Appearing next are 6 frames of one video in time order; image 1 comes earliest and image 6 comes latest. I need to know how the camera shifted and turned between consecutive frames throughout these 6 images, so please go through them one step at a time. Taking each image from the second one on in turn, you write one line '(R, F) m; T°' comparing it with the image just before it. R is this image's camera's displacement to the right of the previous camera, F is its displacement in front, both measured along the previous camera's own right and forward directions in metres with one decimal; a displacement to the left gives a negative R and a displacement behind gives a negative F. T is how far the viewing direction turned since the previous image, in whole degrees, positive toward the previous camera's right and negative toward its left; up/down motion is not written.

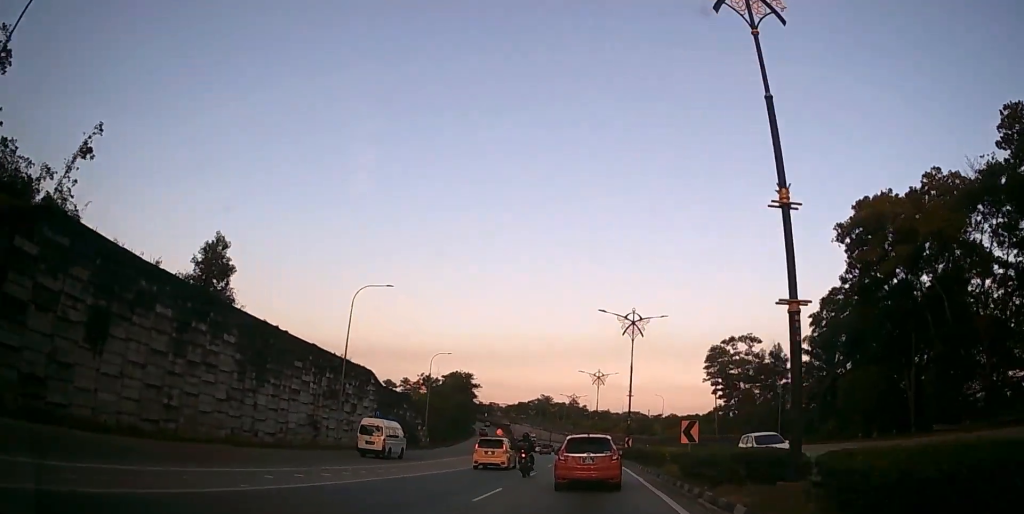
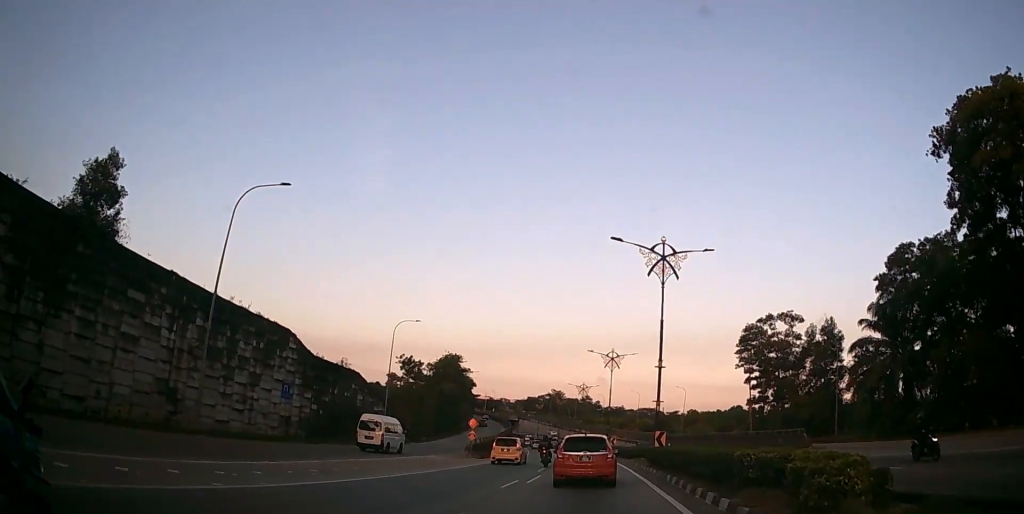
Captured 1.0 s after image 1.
(-0.1, +16.6) m; -1°
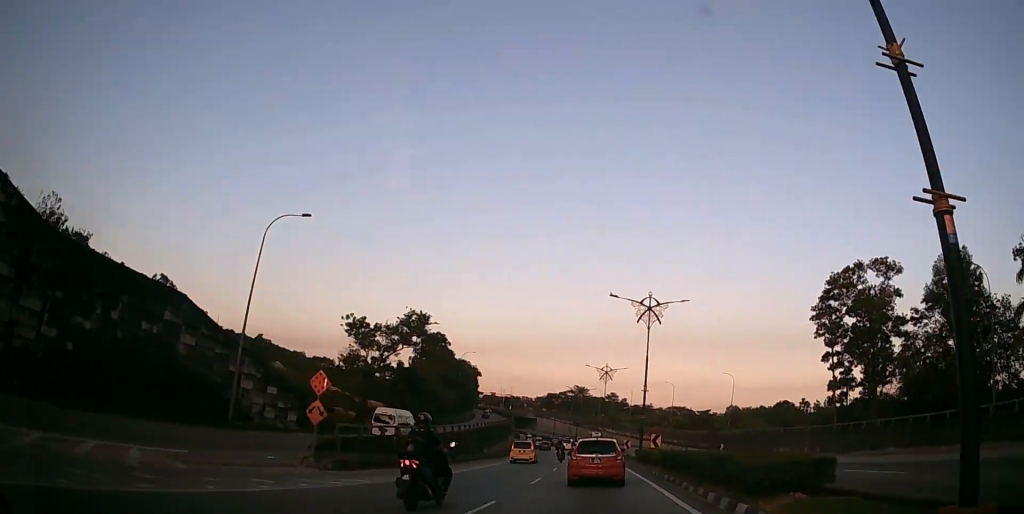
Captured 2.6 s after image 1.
(-0.5, +25.7) m; -3°
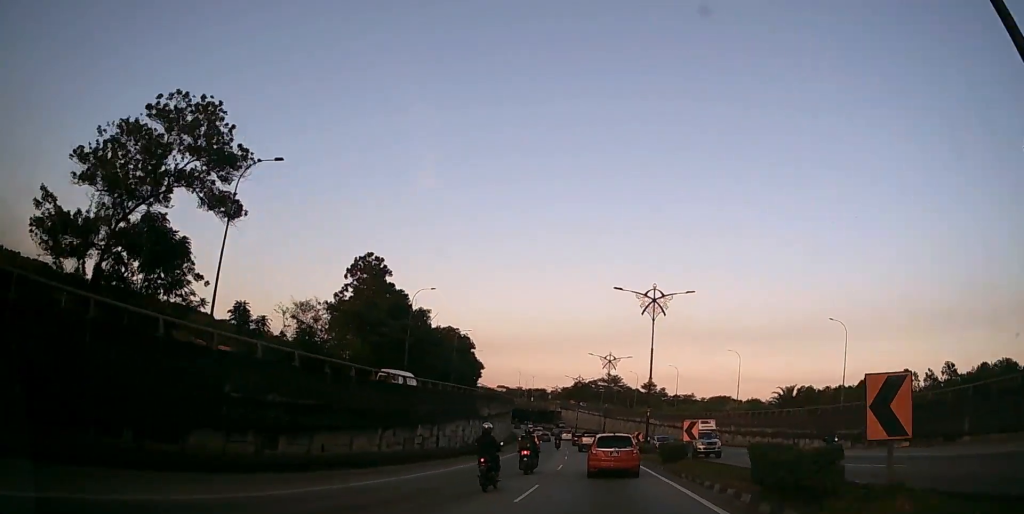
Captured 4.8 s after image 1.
(-1.4, +37.7) m; -3°
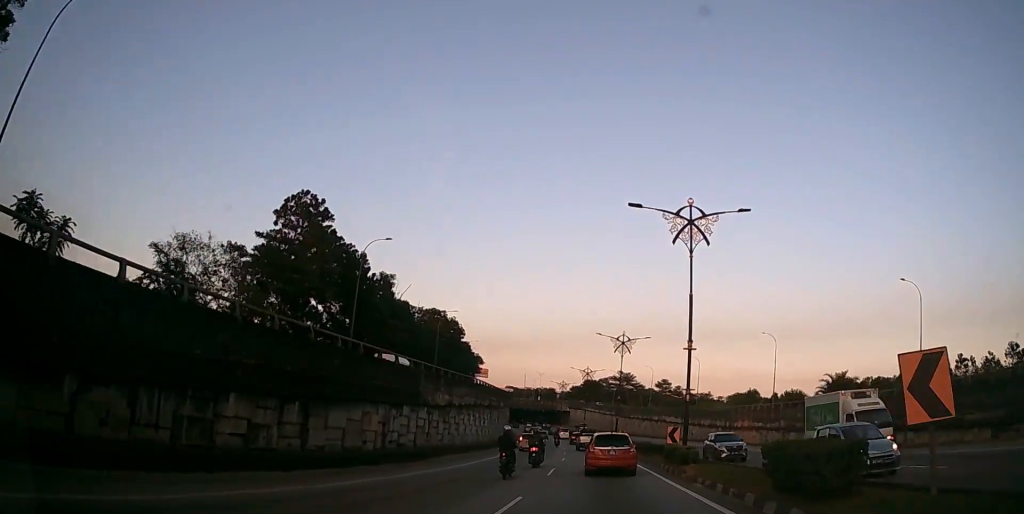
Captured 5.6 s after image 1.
(-0.1, +15.8) m; -1°
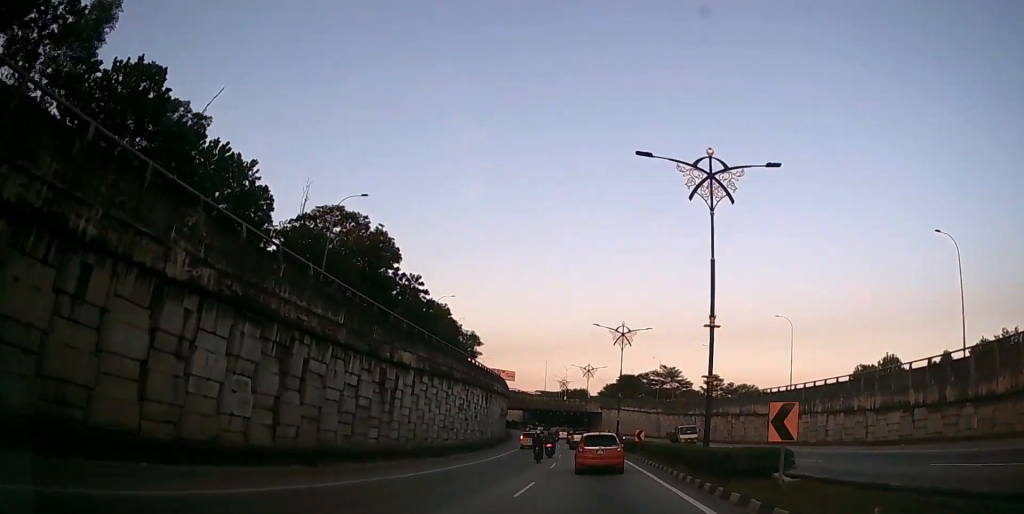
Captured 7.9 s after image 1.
(-1.3, +41.6) m; -4°
